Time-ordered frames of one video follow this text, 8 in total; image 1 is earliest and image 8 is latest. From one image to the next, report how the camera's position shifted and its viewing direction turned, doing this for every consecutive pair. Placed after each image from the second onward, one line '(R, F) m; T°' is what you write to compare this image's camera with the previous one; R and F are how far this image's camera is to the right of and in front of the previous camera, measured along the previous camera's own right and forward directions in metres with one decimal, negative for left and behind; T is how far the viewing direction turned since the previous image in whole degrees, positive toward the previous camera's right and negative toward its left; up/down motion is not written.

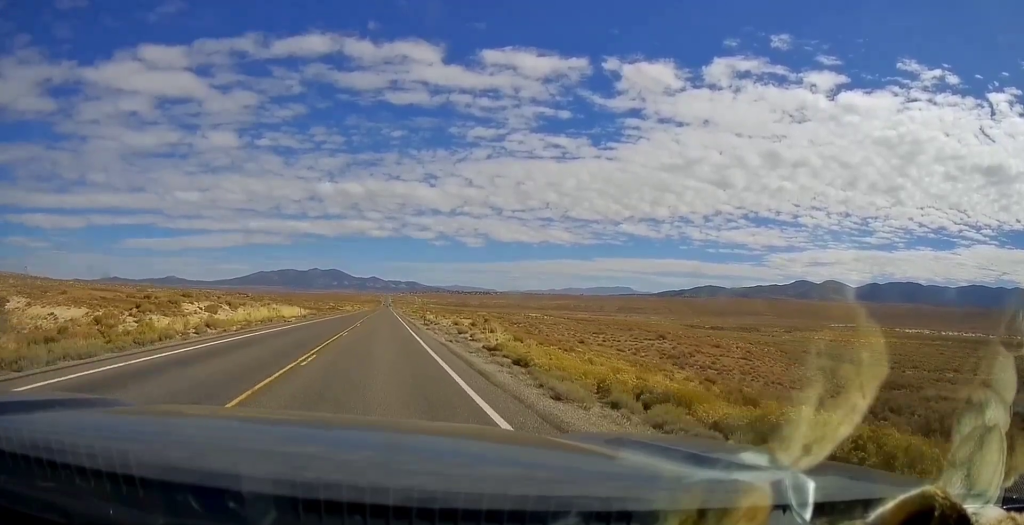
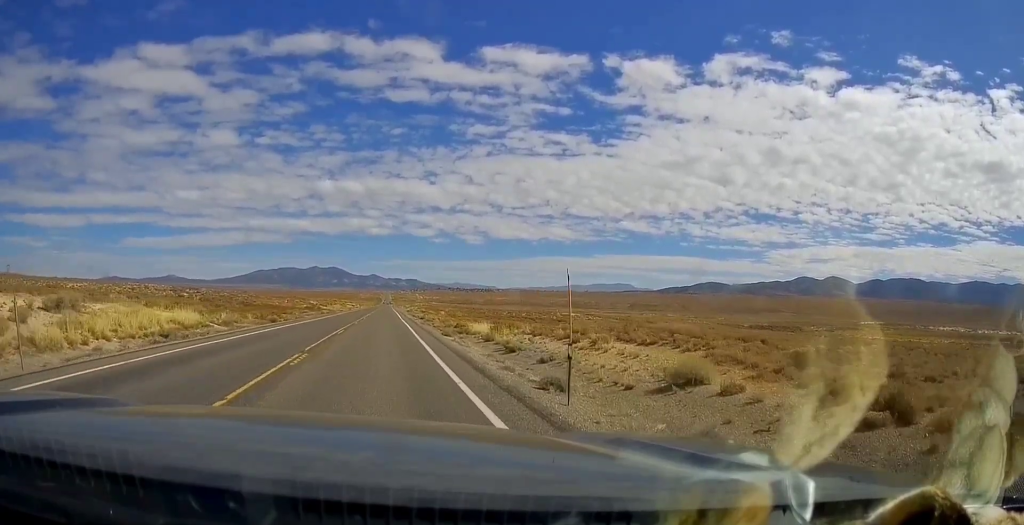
(-0.6, +45.0) m; 0°
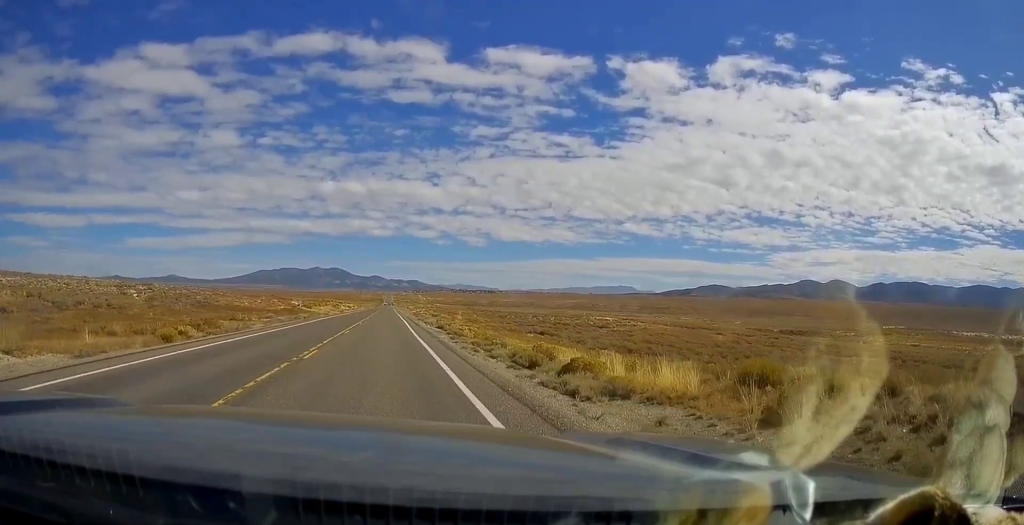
(+0.2, +26.9) m; +1°
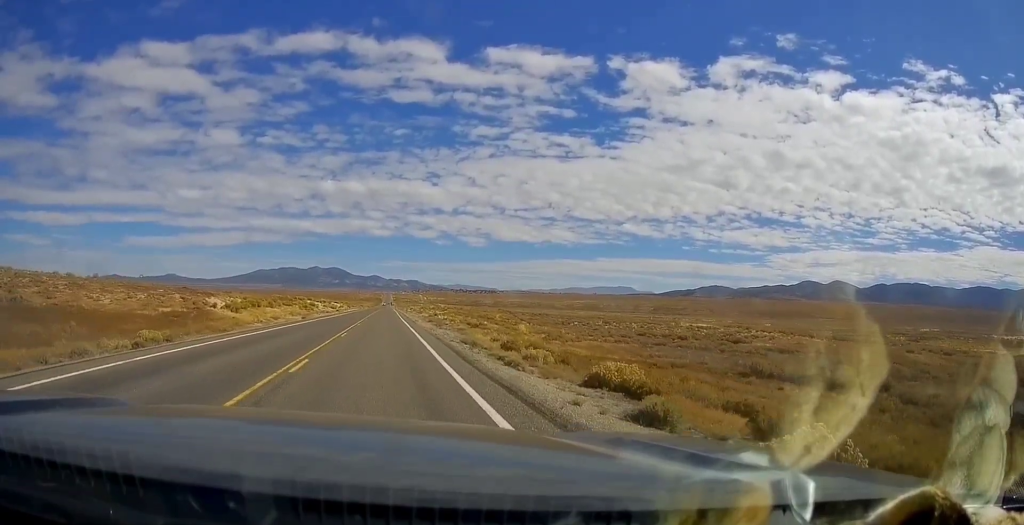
(+0.4, +46.8) m; 0°
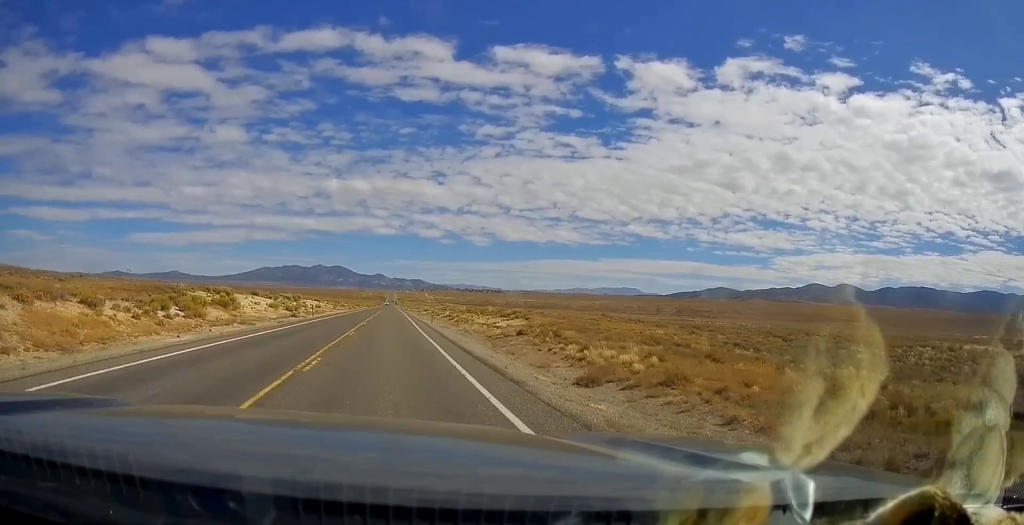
(-0.9, +58.6) m; -1°
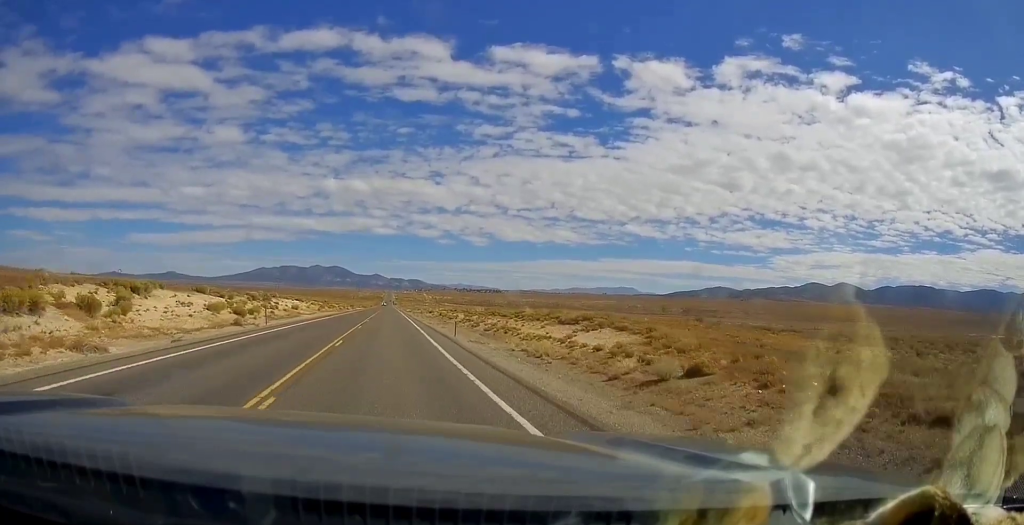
(+0.3, +21.1) m; 0°
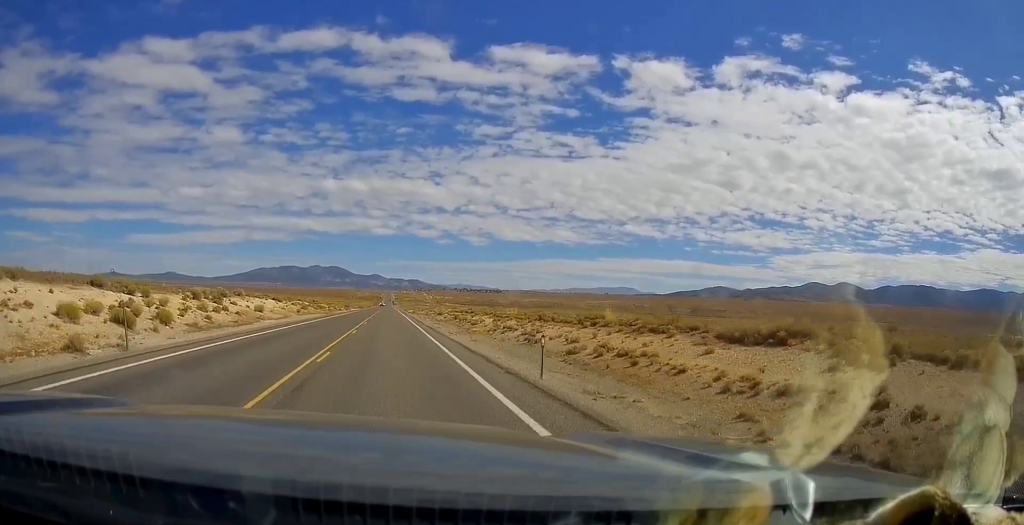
(-0.4, +20.4) m; 0°
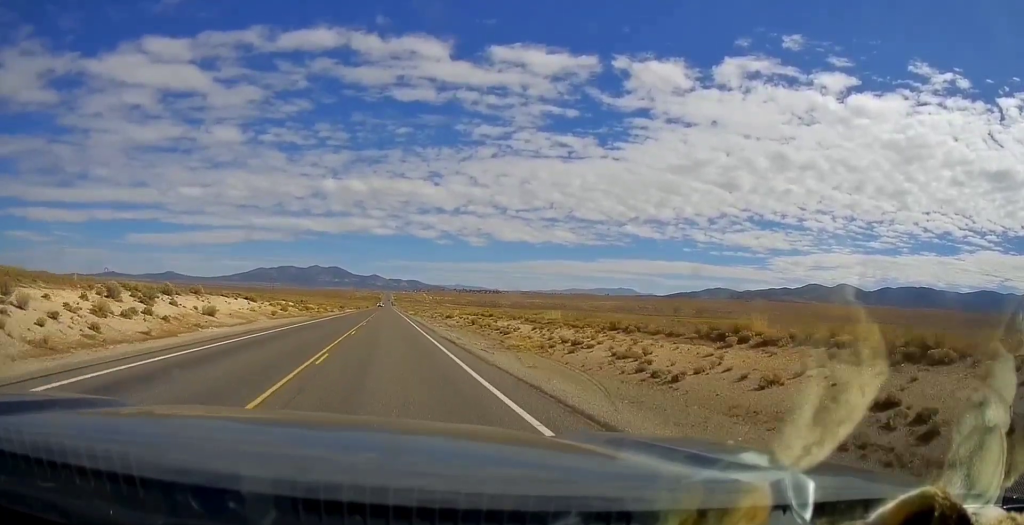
(0.0, +15.6) m; 0°
